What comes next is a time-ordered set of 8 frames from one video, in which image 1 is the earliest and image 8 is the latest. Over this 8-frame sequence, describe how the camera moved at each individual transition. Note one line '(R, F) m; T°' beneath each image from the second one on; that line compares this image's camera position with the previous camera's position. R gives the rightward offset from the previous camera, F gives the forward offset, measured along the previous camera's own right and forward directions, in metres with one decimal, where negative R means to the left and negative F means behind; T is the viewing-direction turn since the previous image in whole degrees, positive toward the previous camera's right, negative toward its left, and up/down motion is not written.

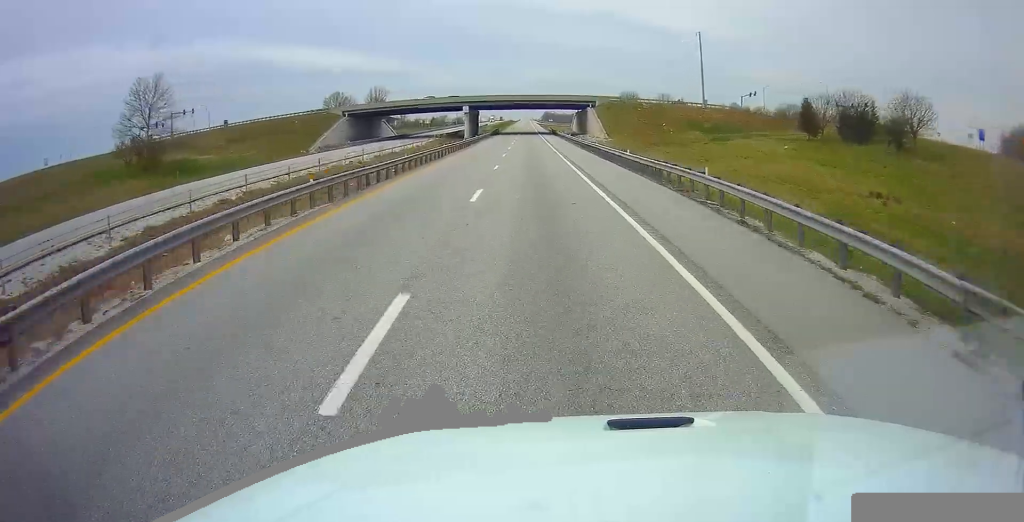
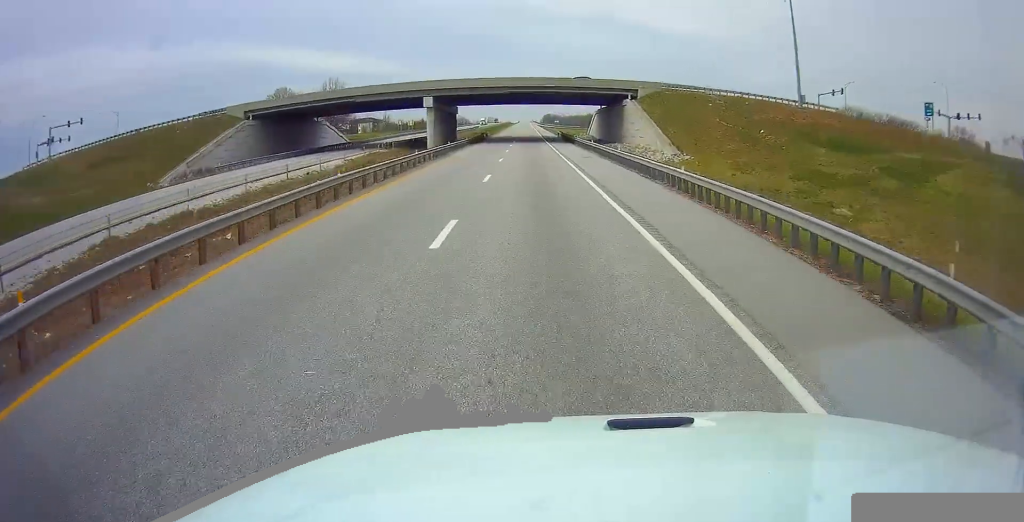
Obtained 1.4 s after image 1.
(-0.5, +42.6) m; -1°
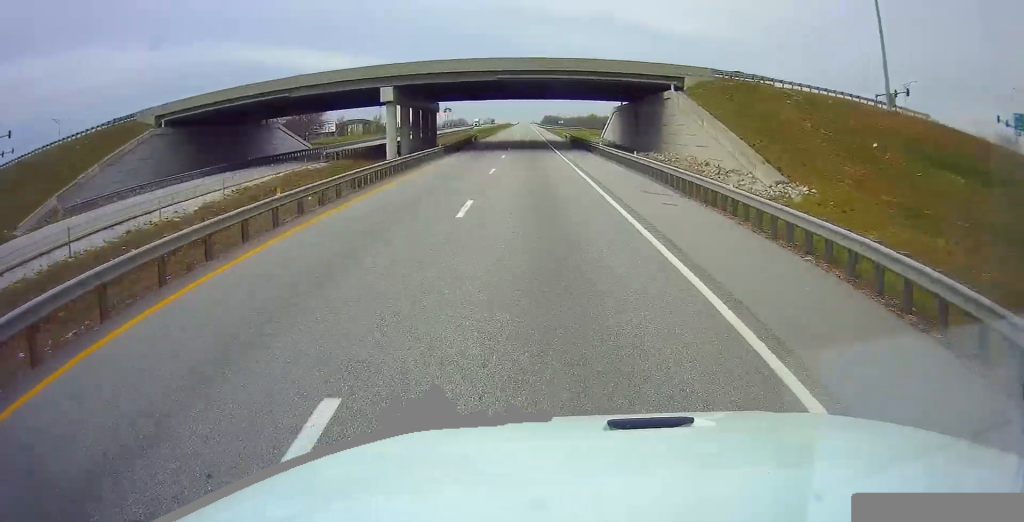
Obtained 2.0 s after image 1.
(-0.1, +20.8) m; 0°
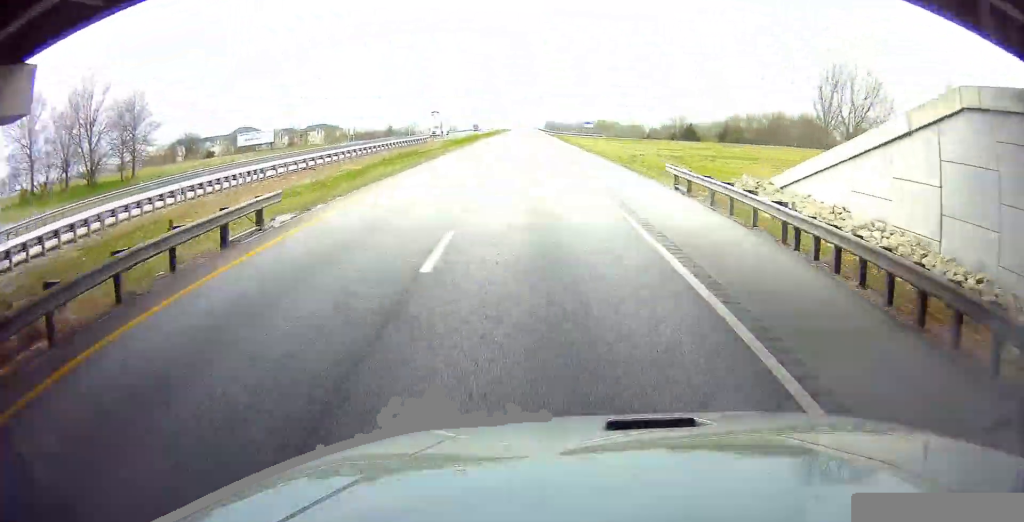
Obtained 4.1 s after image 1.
(+1.1, +64.7) m; +1°
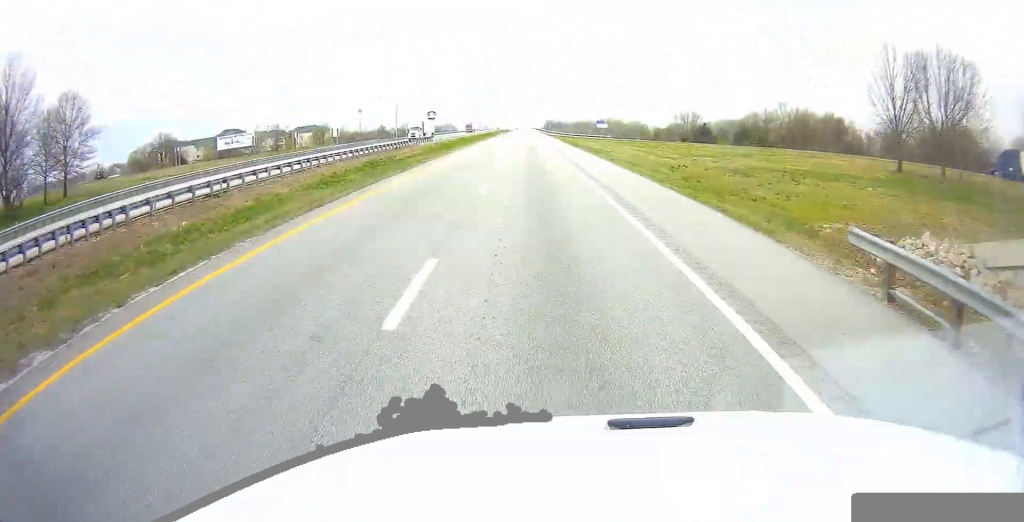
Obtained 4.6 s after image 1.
(-0.2, +14.5) m; 0°
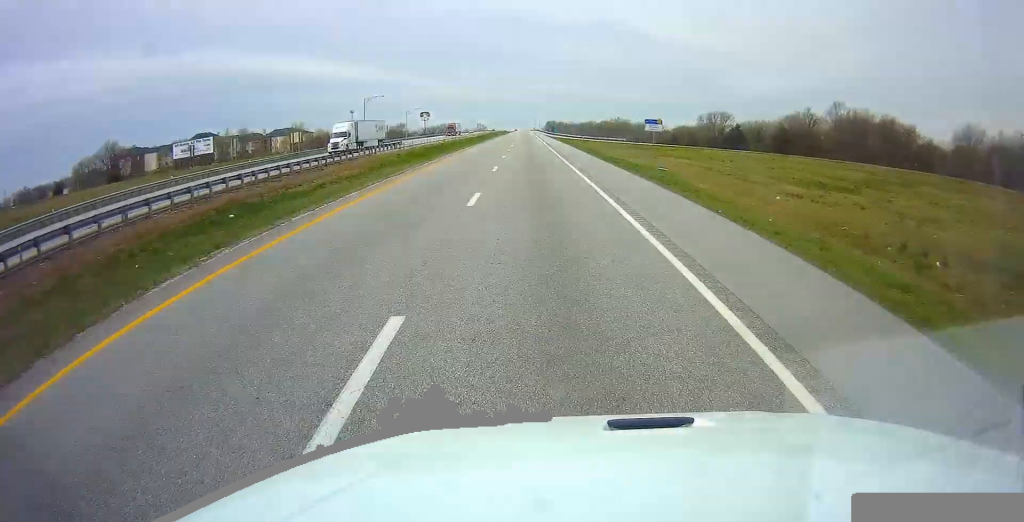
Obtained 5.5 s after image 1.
(-0.1, +26.8) m; 0°
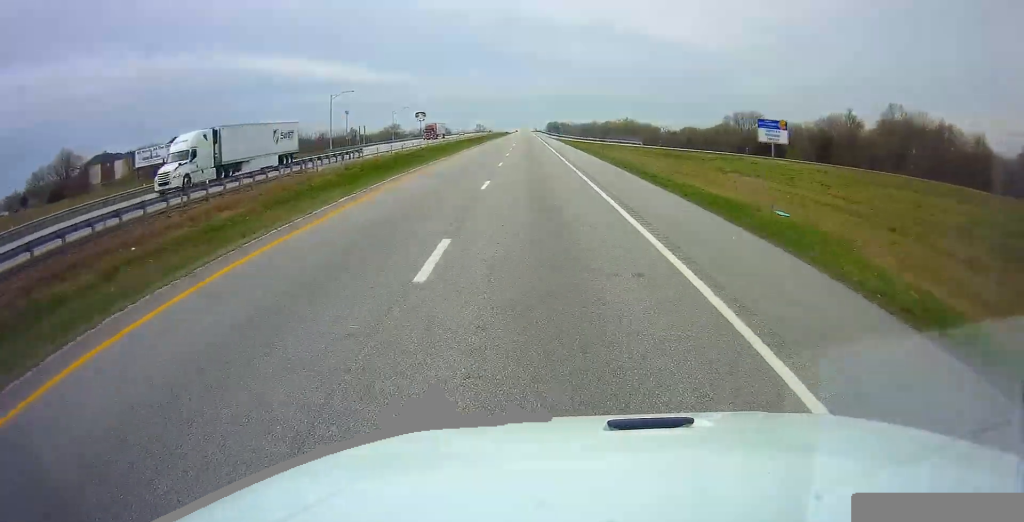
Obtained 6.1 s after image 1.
(0.0, +19.5) m; 0°
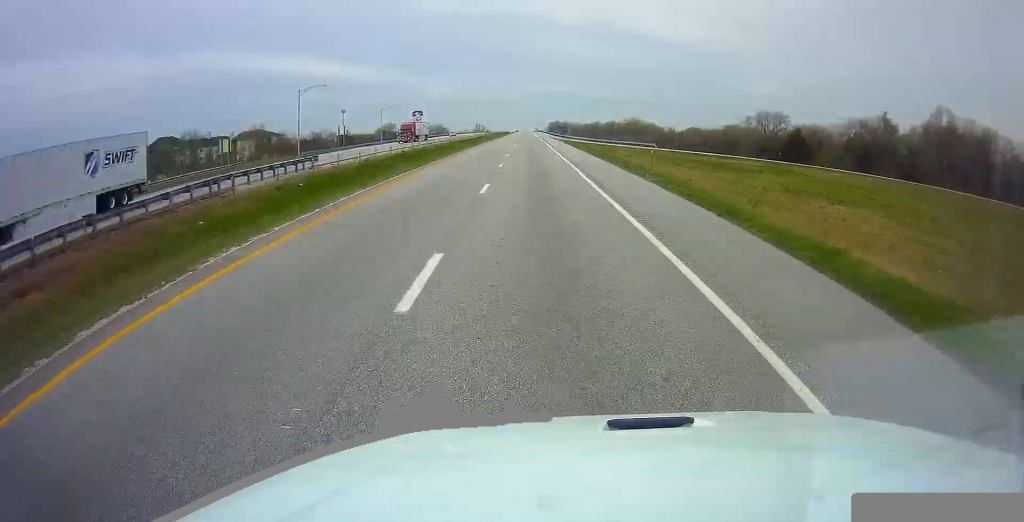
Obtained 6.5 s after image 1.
(0.0, +13.3) m; 0°
